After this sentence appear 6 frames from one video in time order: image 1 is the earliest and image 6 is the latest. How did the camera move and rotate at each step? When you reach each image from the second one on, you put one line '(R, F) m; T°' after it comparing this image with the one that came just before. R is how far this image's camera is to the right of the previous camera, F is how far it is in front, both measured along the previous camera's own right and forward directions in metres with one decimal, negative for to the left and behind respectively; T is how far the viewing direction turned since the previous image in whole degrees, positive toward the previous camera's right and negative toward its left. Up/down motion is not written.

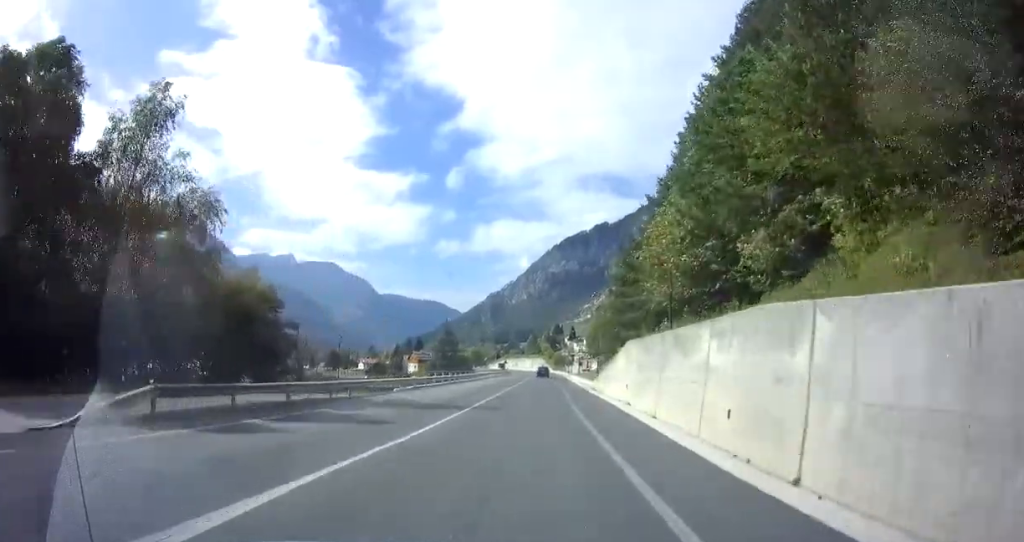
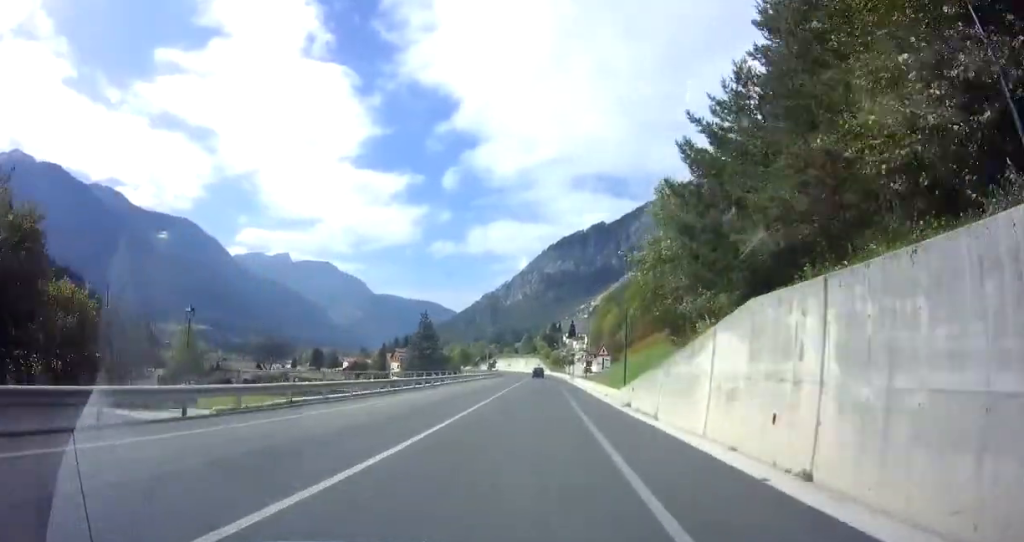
(-0.3, +17.8) m; 0°
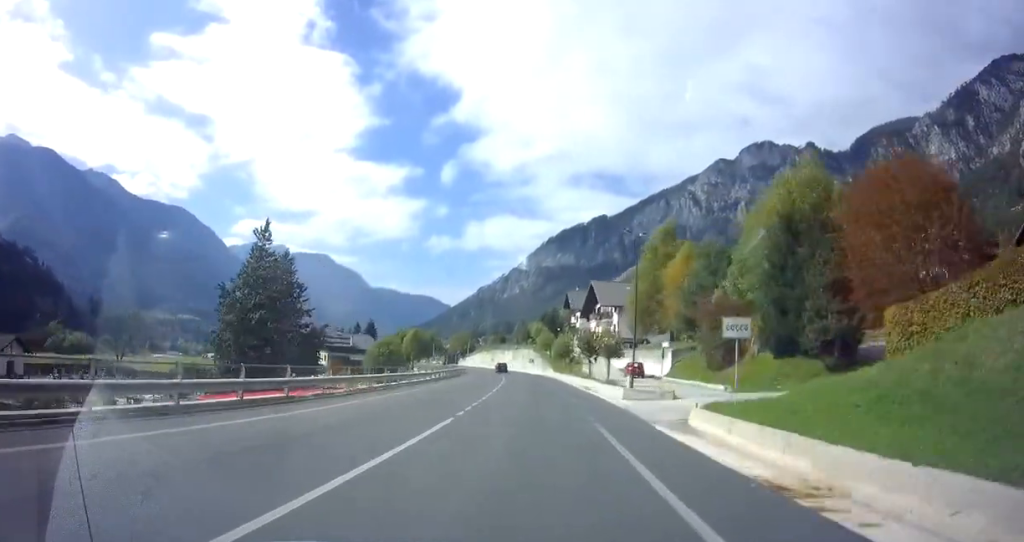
(+0.7, +61.0) m; 0°
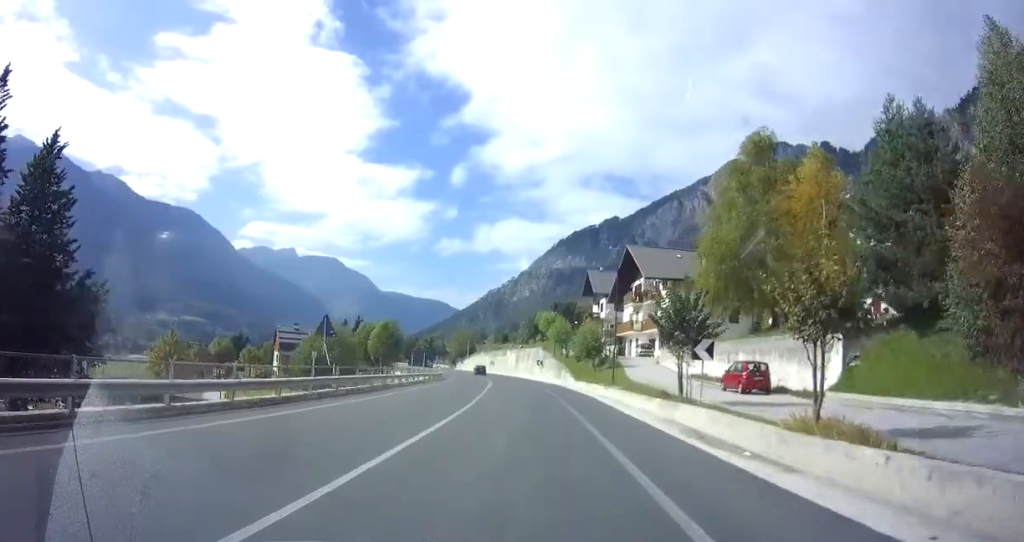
(-0.4, +27.3) m; -2°
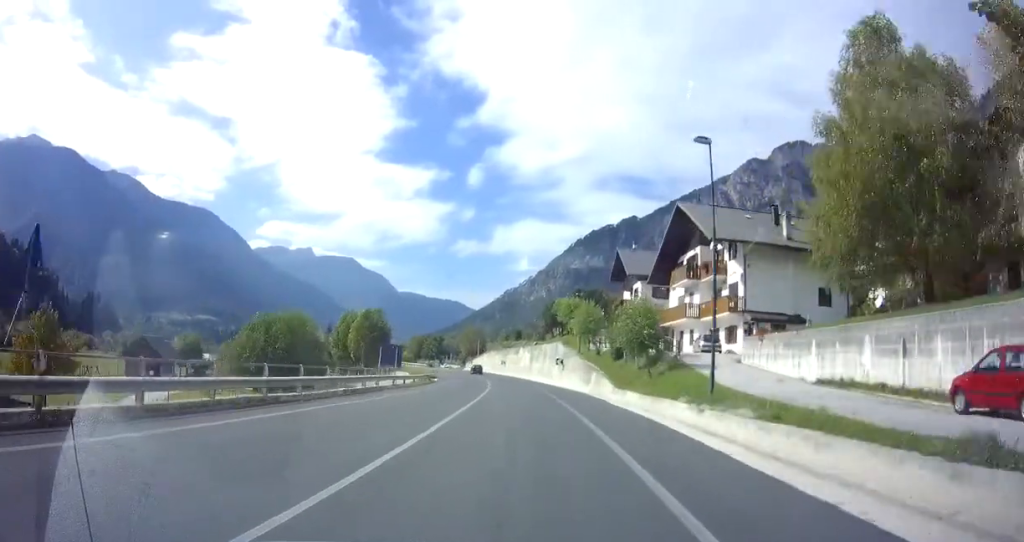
(0.0, +15.9) m; -2°
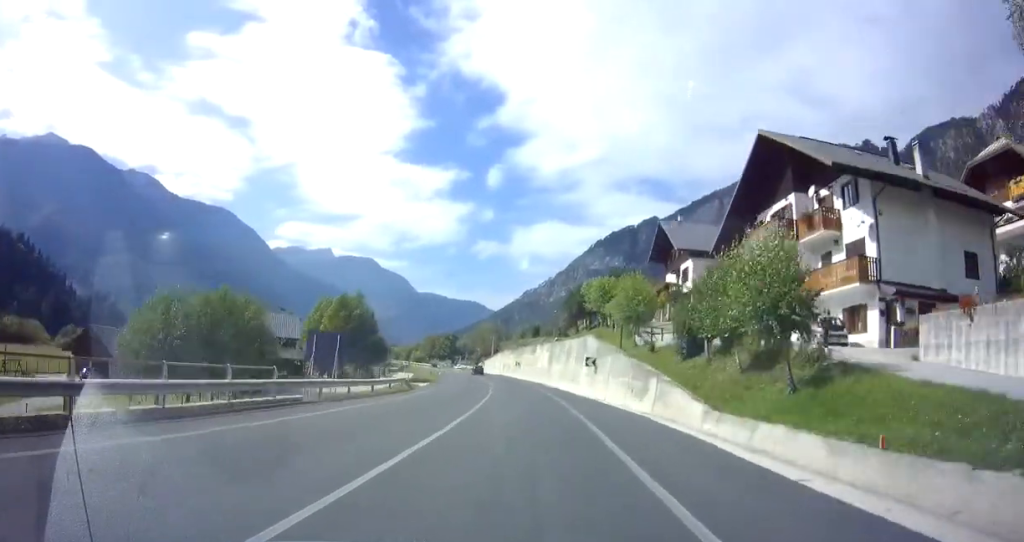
(-0.5, +14.3) m; -1°
